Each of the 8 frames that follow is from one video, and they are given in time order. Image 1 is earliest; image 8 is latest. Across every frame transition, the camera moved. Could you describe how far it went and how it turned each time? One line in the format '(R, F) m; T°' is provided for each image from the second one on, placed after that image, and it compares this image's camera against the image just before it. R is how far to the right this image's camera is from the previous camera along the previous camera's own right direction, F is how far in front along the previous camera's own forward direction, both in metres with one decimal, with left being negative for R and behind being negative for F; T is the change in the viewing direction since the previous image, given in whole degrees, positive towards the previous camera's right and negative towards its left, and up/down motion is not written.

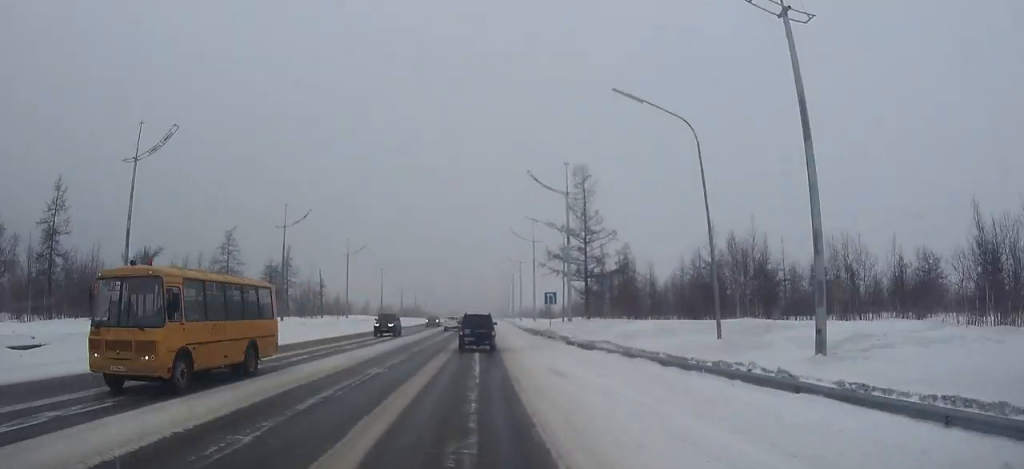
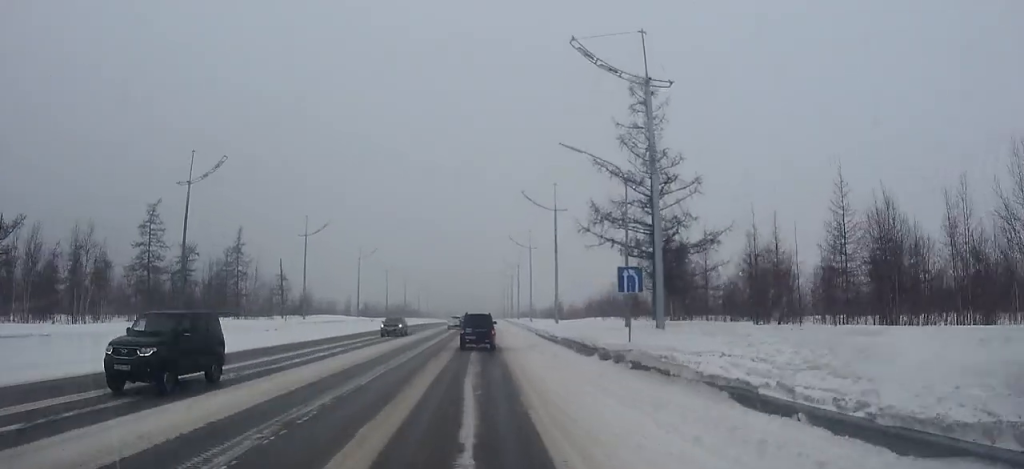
(0.0, +18.7) m; 0°
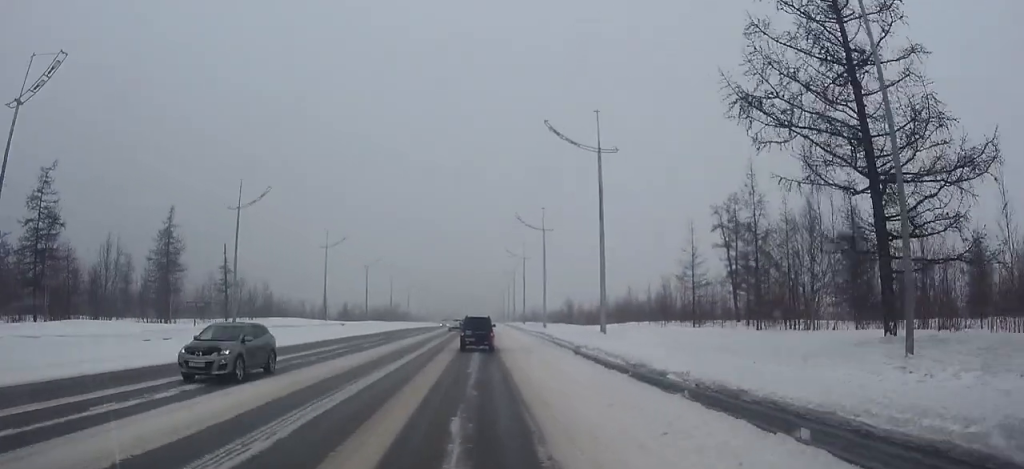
(0.0, +16.8) m; 0°
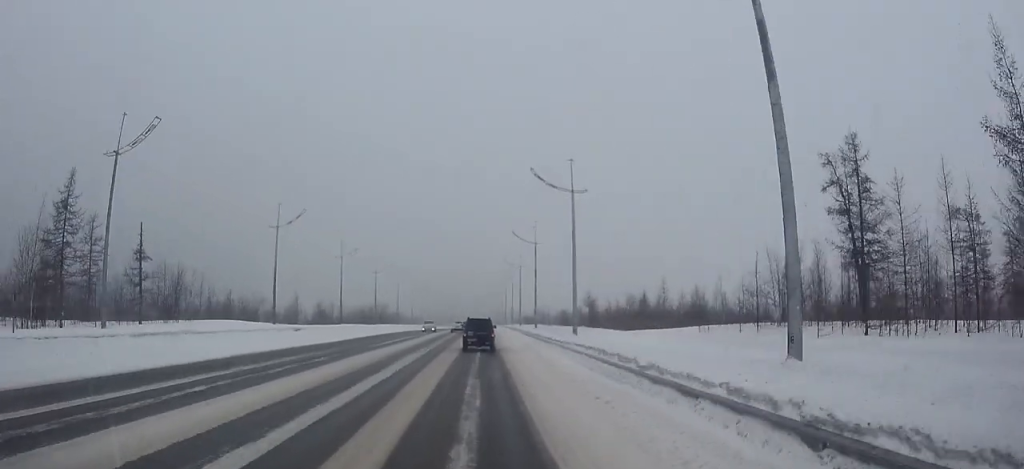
(0.0, +16.4) m; 0°
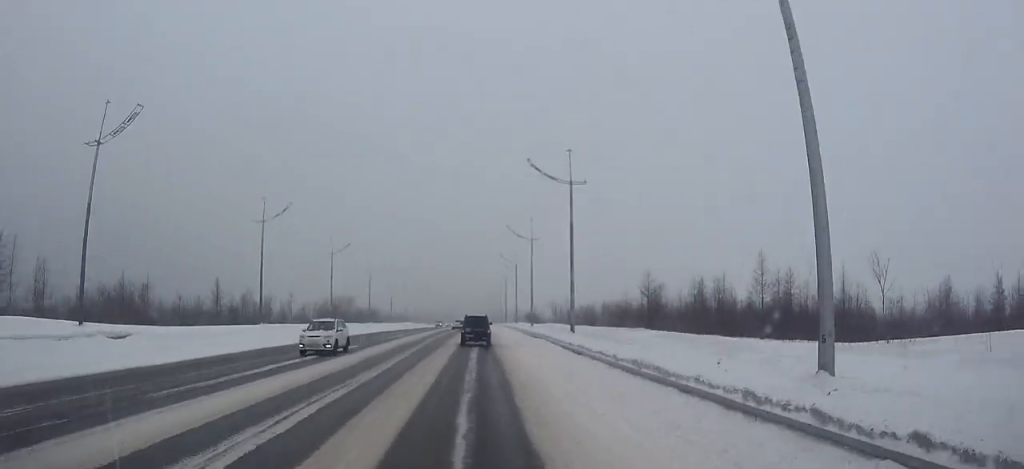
(+0.1, +26.3) m; 0°
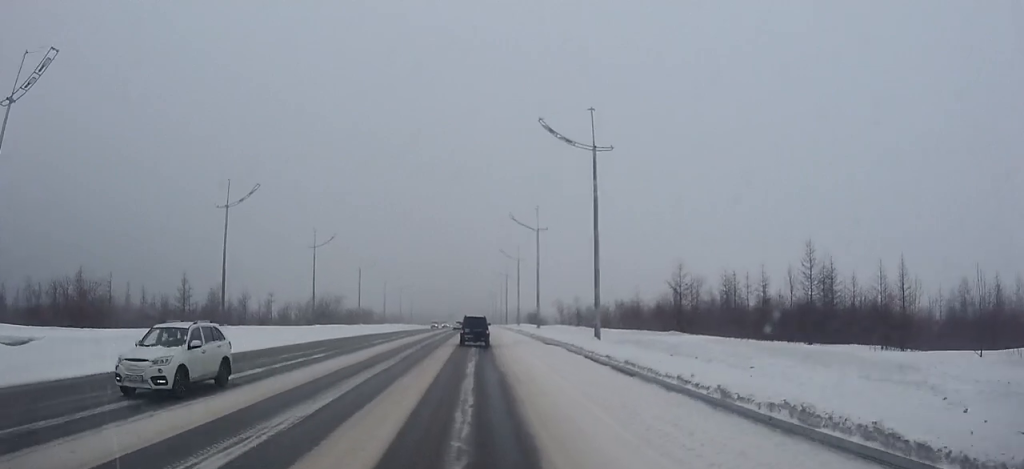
(0.0, +7.3) m; 0°
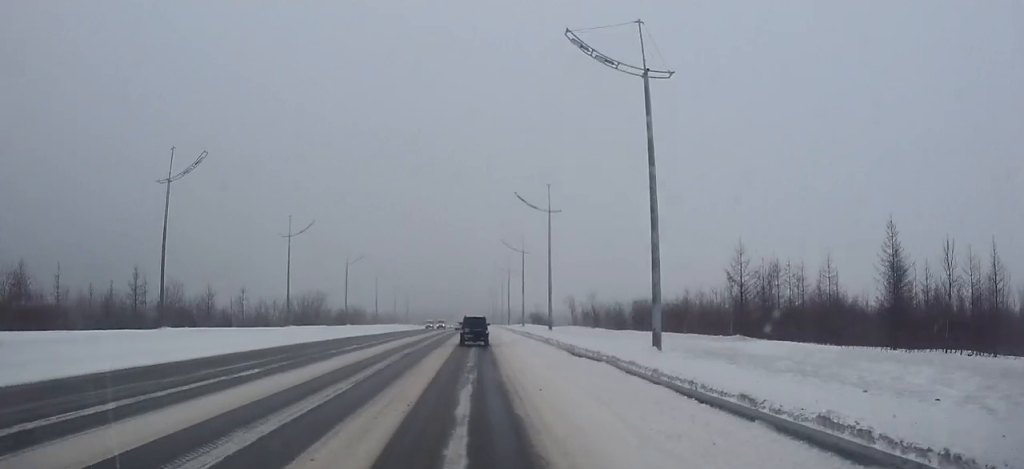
(0.0, +8.8) m; 0°
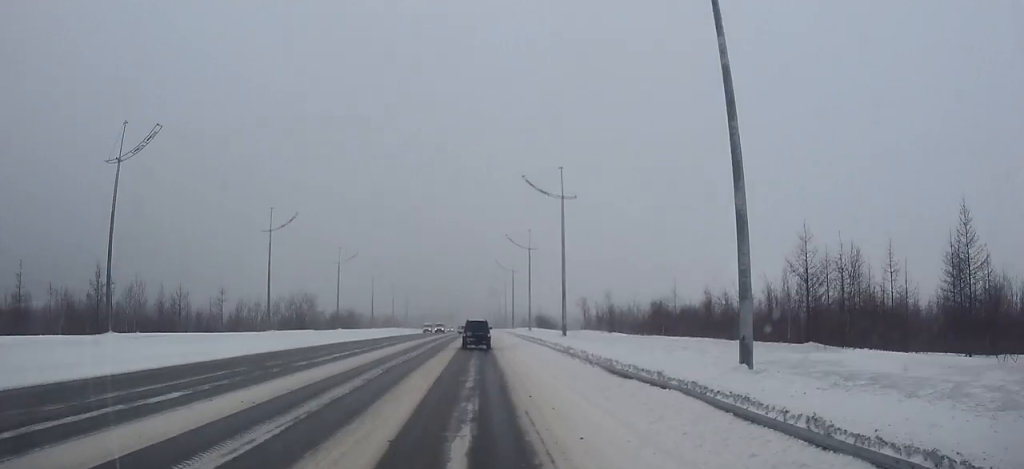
(0.0, +5.9) m; 0°
